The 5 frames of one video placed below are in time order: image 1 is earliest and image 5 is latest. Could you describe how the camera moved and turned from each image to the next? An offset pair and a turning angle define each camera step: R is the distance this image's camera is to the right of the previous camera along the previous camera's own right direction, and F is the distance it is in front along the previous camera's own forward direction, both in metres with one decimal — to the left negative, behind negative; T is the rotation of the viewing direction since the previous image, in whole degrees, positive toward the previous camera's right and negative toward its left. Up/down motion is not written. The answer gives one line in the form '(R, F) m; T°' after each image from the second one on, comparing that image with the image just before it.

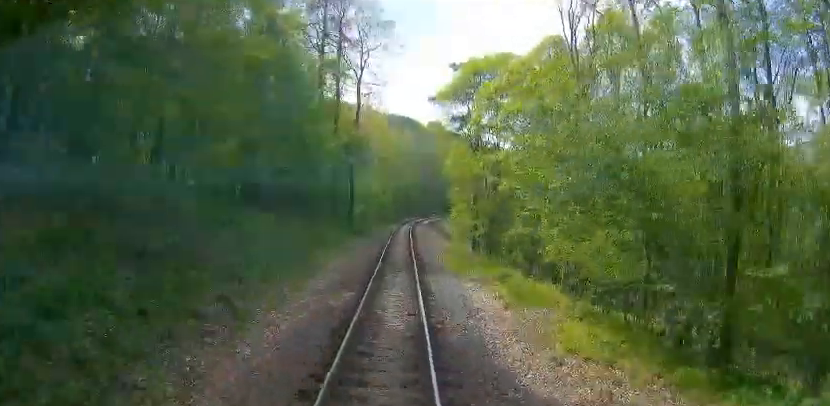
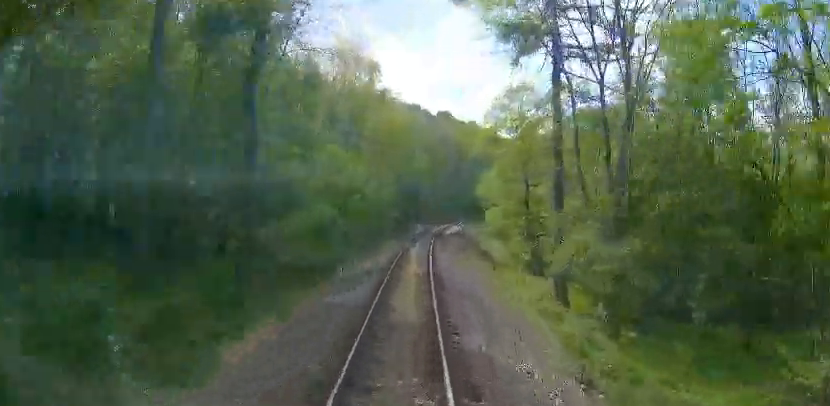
(-1.6, +27.8) m; -4°
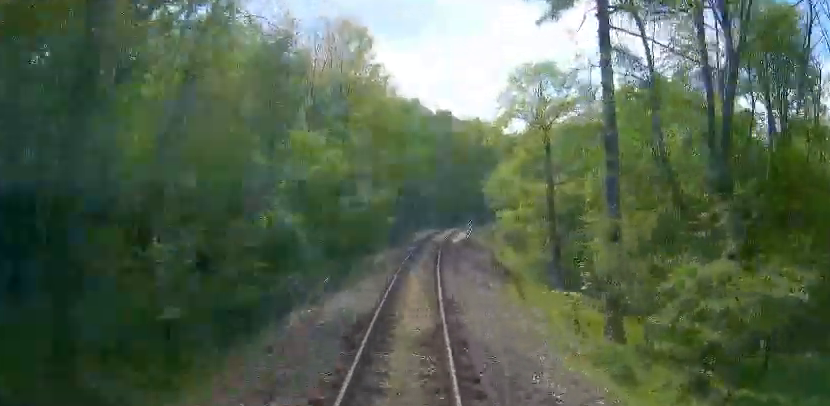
(+0.1, +7.4) m; 0°
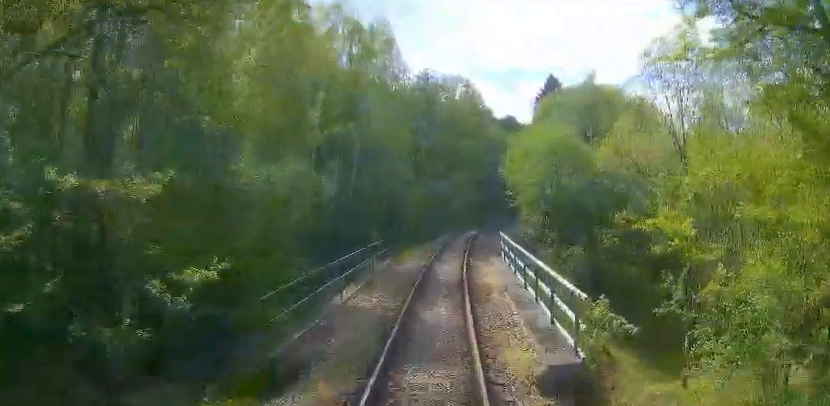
(-0.1, +27.6) m; +2°
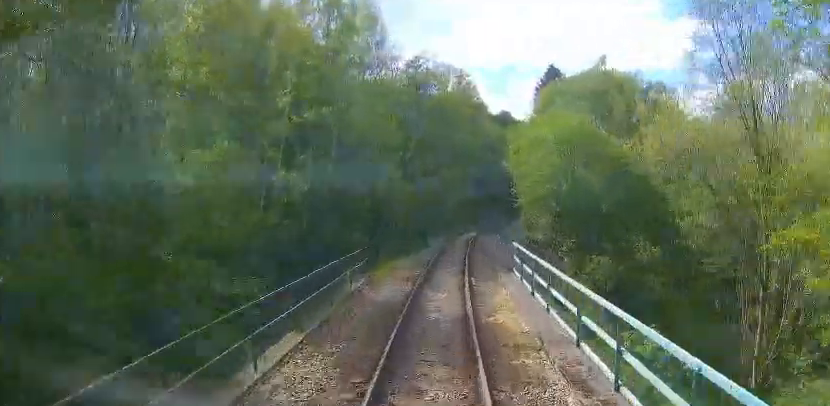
(+0.1, +5.4) m; +2°
